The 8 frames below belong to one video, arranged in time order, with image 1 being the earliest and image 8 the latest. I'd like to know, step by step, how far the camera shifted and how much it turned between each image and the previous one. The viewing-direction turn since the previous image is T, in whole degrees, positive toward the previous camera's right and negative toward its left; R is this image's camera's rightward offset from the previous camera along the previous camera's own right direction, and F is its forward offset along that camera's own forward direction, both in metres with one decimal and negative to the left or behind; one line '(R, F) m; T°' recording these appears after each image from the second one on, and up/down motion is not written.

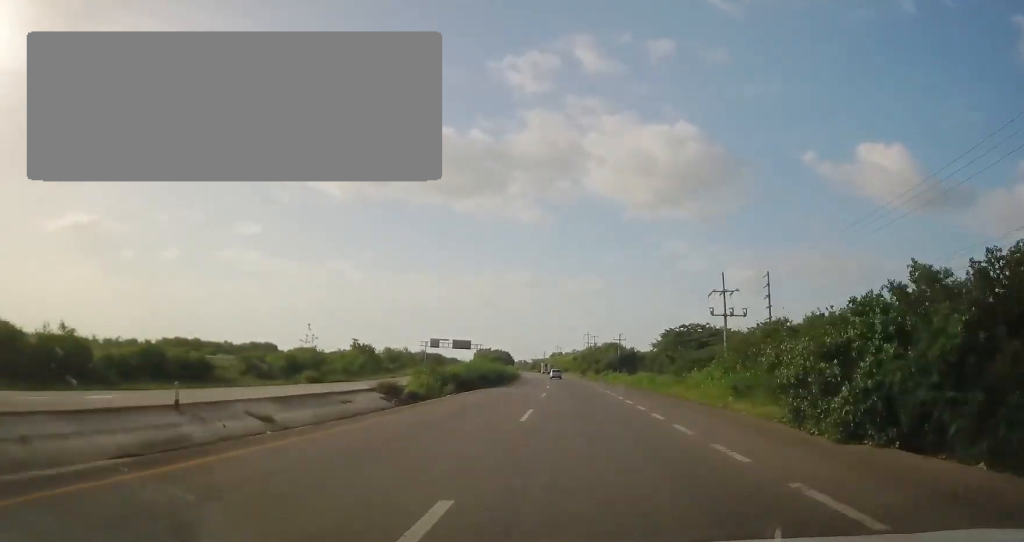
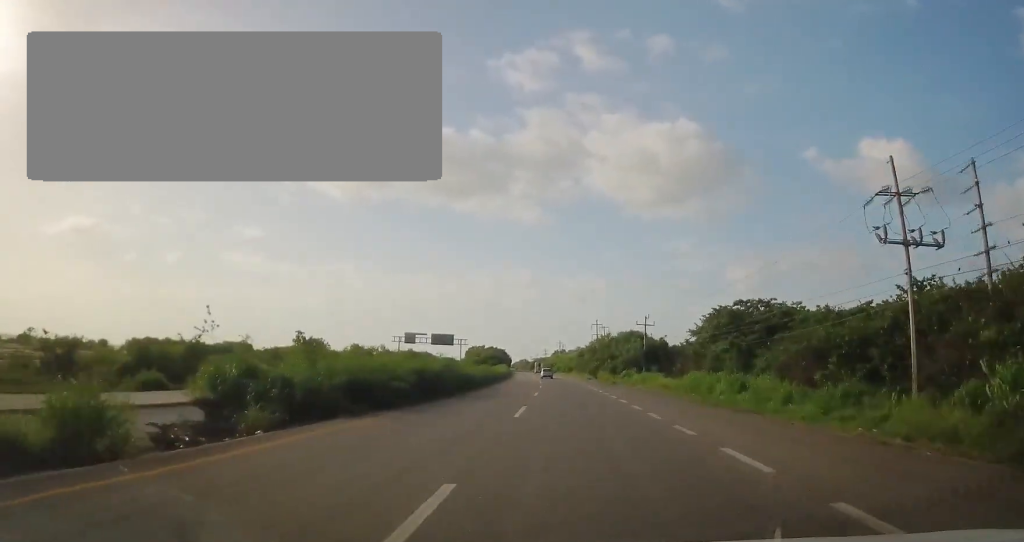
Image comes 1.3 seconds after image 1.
(0.0, +29.2) m; -2°
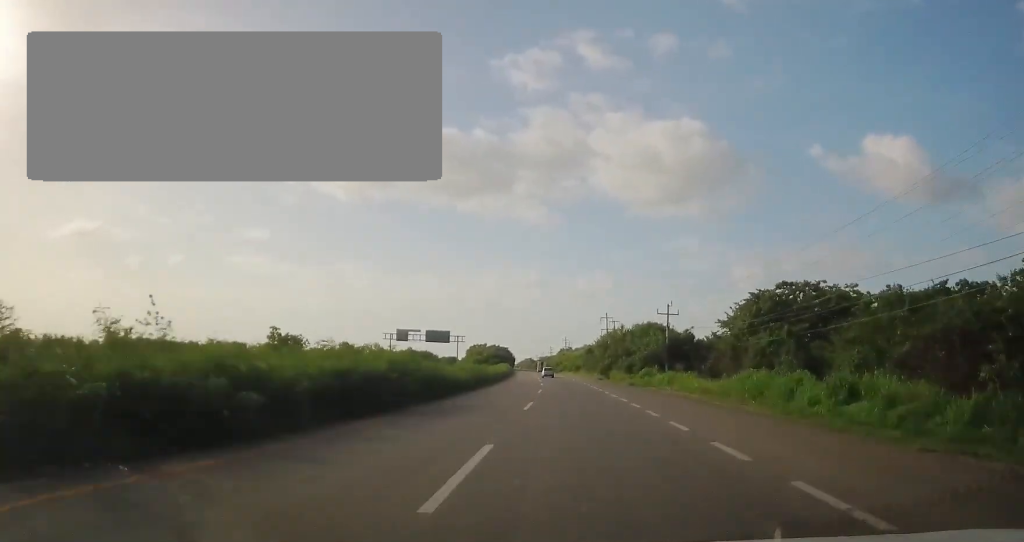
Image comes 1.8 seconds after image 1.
(-0.3, +11.5) m; 0°
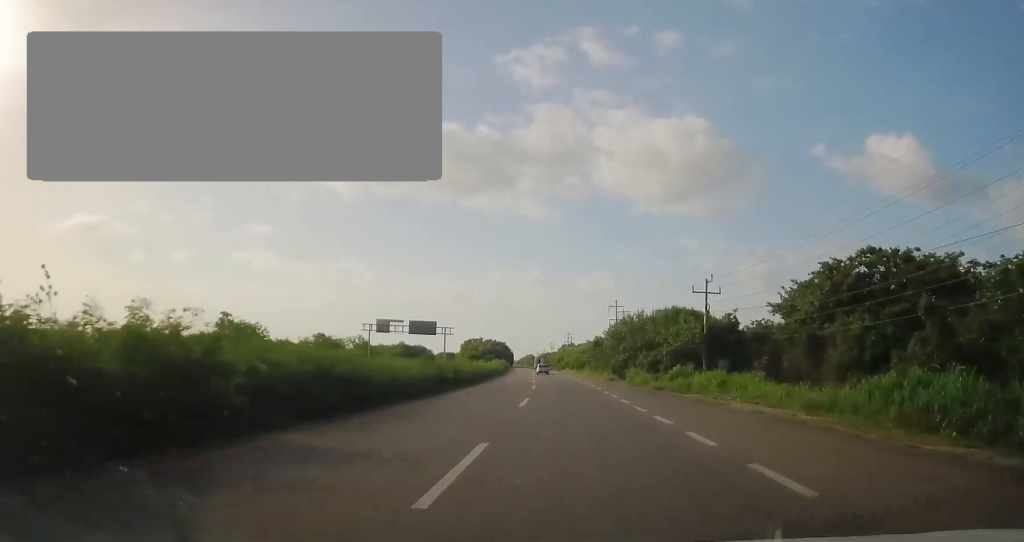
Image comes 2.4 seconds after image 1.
(-0.6, +15.0) m; 0°
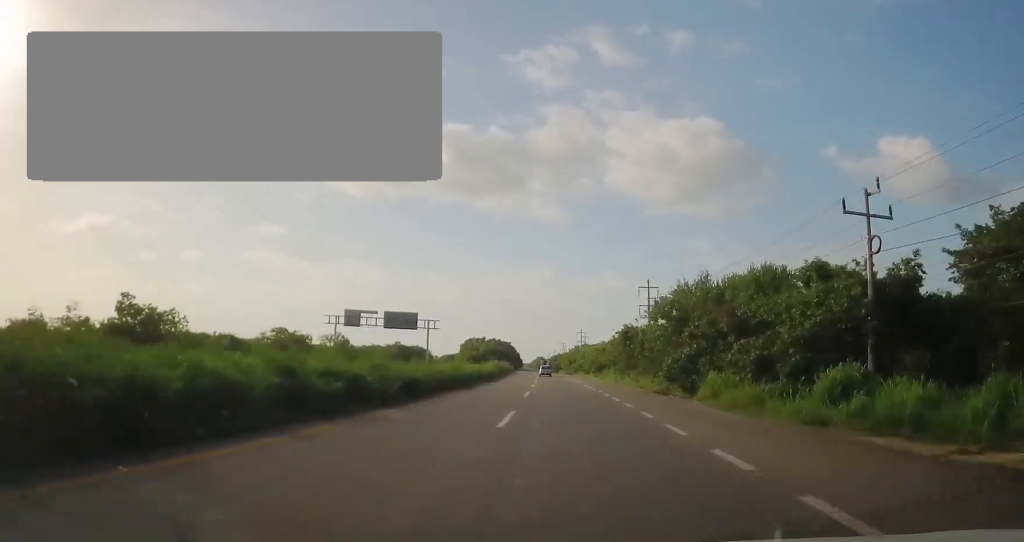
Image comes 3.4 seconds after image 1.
(+0.8, +22.2) m; +1°
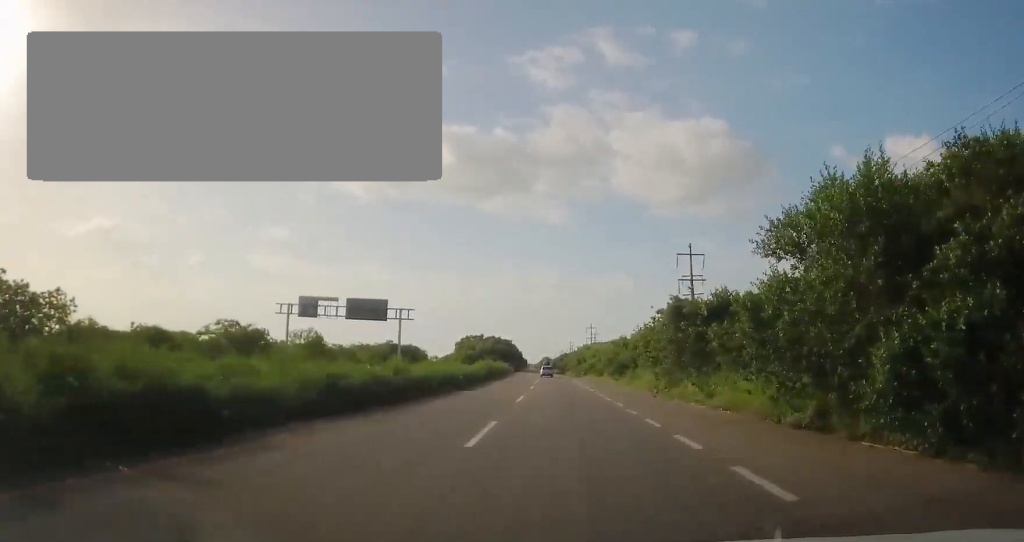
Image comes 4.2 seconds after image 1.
(-0.4, +18.3) m; -1°
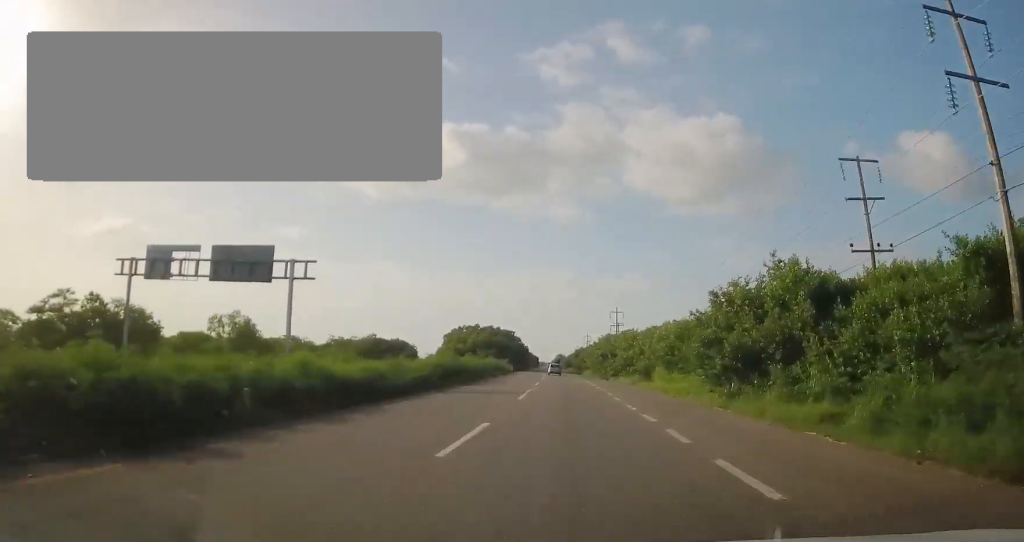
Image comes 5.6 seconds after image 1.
(-0.1, +31.4) m; -1°
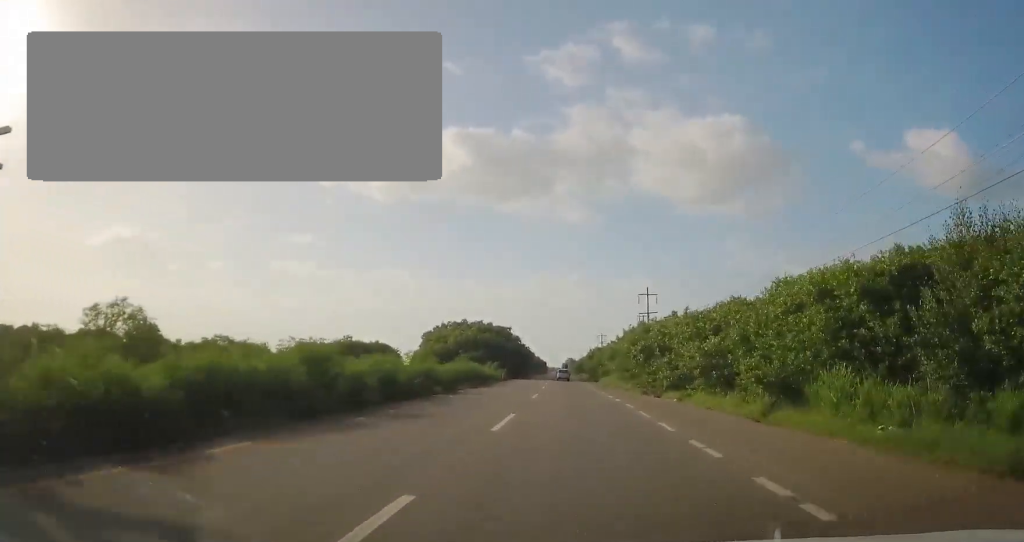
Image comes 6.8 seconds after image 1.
(-0.3, +26.0) m; -2°
